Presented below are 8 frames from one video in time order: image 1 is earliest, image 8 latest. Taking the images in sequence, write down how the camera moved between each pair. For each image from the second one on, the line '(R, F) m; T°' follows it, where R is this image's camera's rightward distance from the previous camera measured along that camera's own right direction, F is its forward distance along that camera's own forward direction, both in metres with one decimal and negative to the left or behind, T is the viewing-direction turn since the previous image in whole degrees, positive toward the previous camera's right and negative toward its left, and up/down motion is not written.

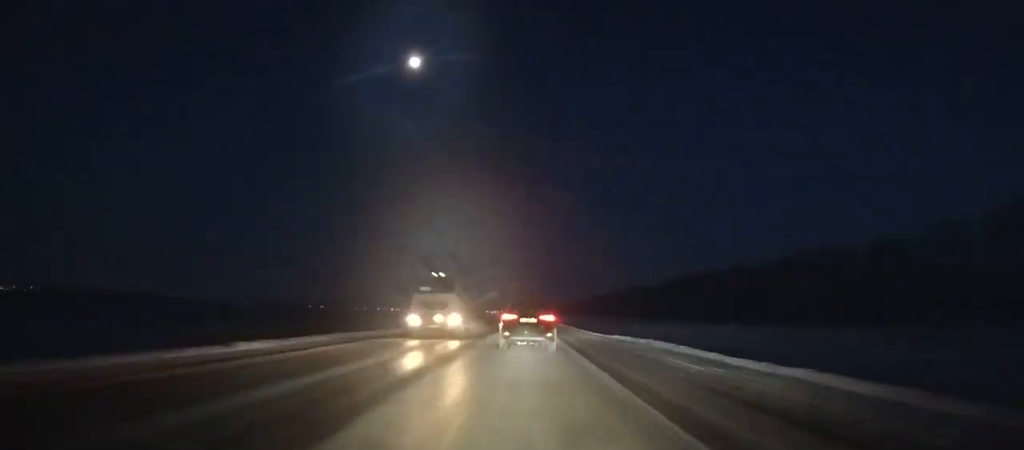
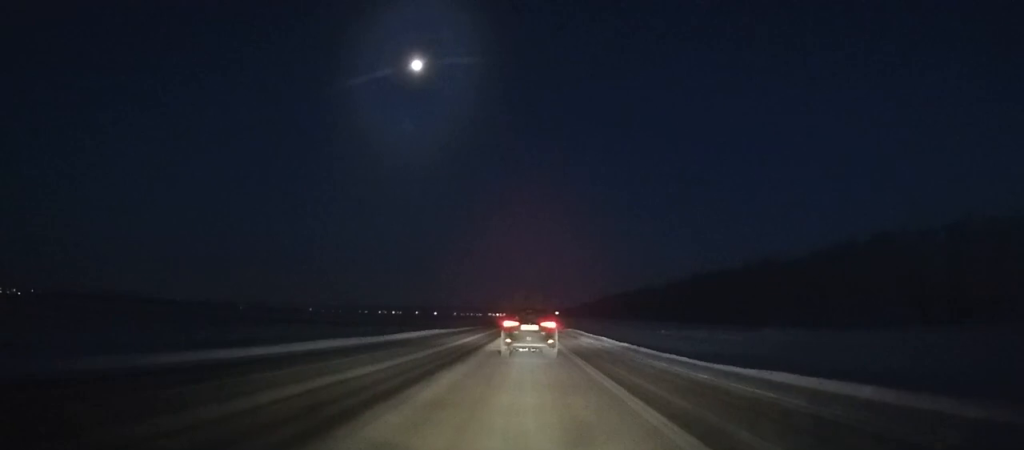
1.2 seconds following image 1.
(0.0, +24.0) m; 0°
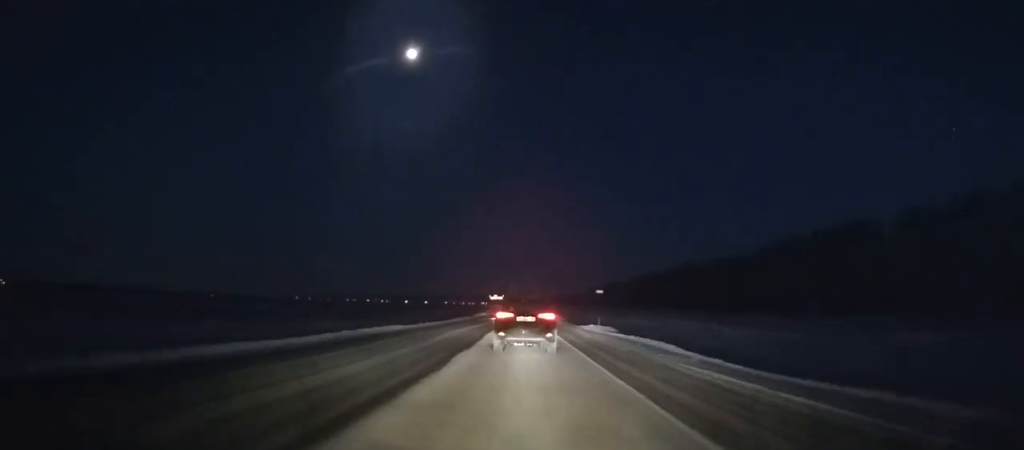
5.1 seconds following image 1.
(+0.1, +78.3) m; 0°
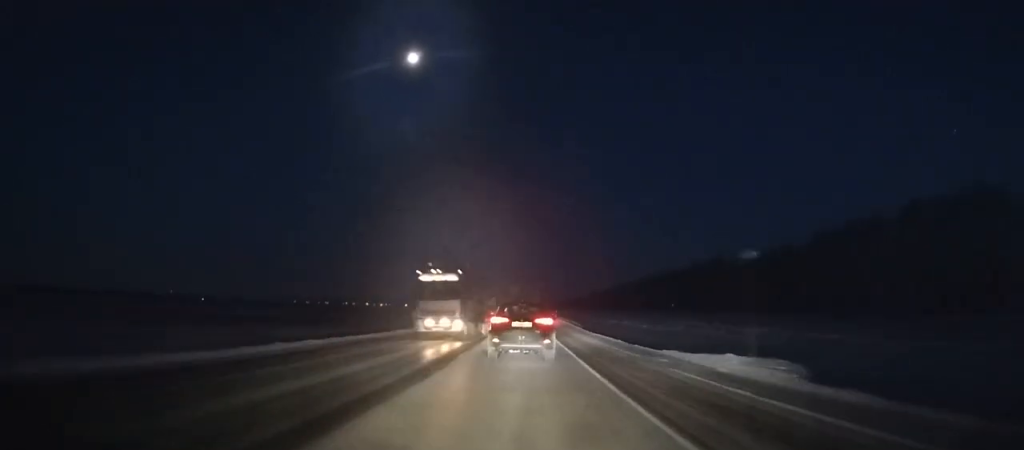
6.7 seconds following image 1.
(0.0, +32.0) m; 0°
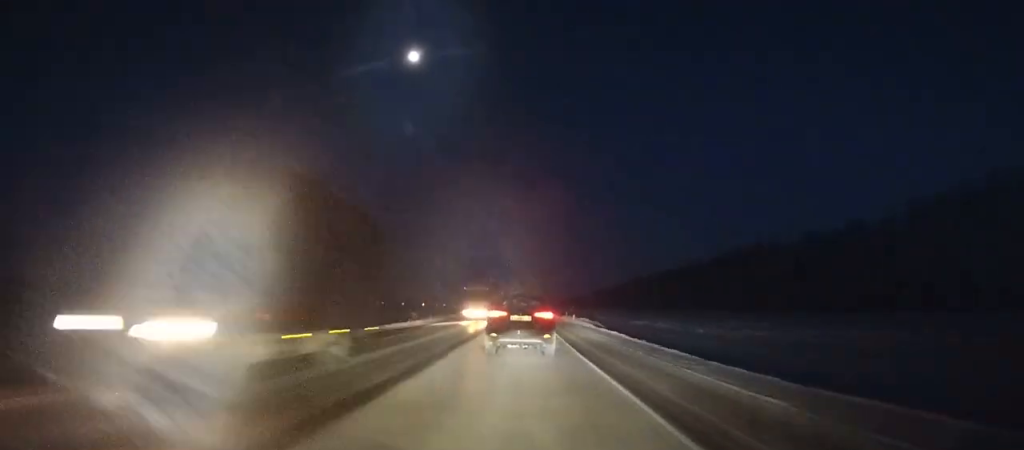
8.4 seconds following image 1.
(0.0, +33.5) m; 0°
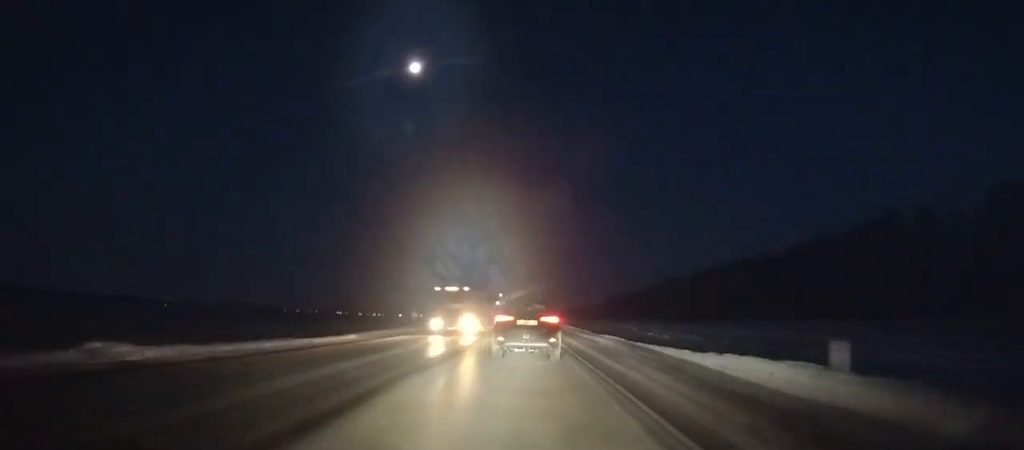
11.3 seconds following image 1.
(+0.1, +56.5) m; 0°
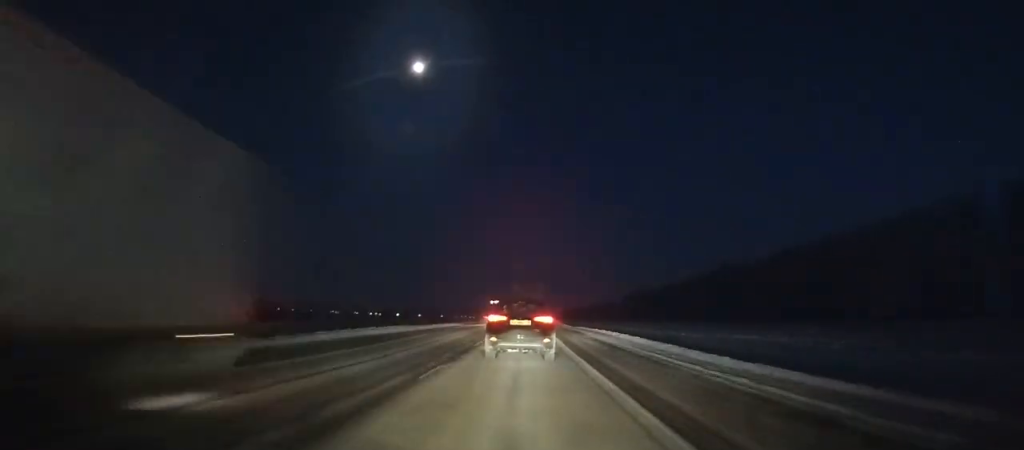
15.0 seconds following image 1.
(-0.1, +70.6) m; 0°
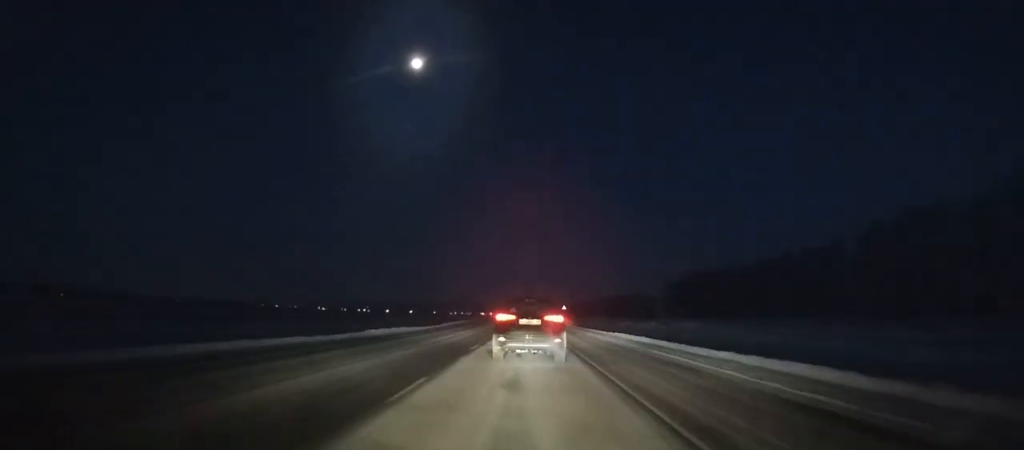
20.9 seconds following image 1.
(-0.9, +110.4) m; -1°
